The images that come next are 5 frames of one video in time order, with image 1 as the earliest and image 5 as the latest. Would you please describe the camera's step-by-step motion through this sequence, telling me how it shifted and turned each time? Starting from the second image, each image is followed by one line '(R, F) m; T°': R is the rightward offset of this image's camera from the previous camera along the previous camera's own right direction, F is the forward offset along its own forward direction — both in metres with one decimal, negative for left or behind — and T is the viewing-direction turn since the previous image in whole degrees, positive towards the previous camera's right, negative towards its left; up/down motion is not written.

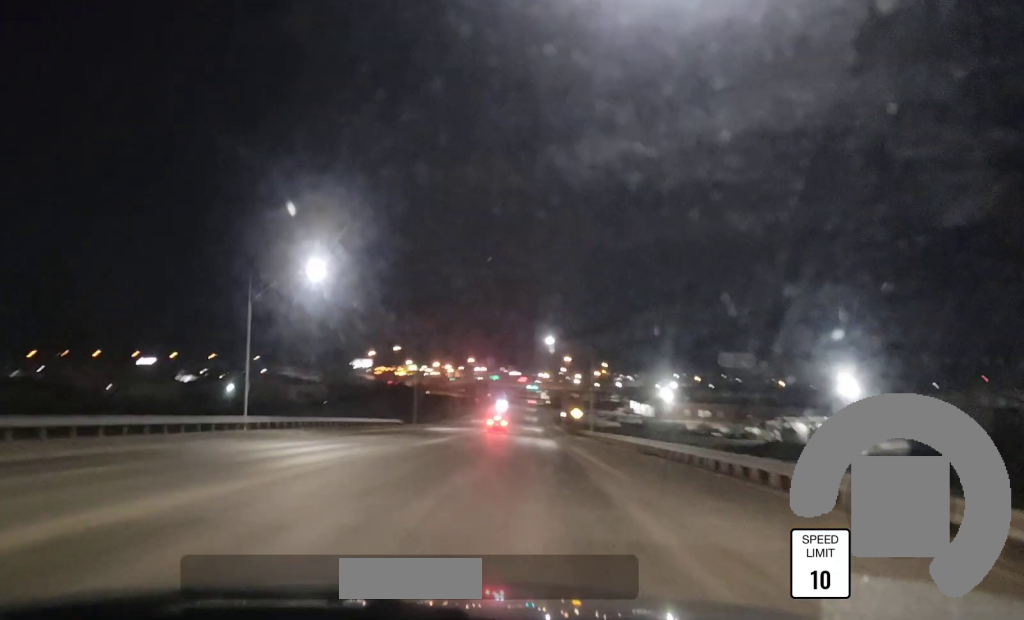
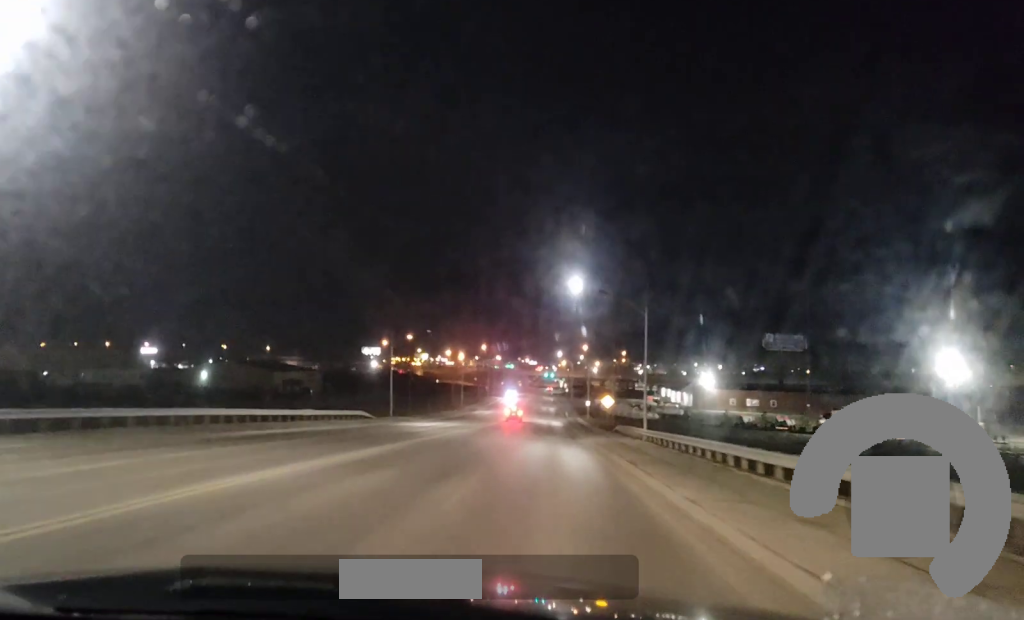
(0.0, +30.7) m; 0°
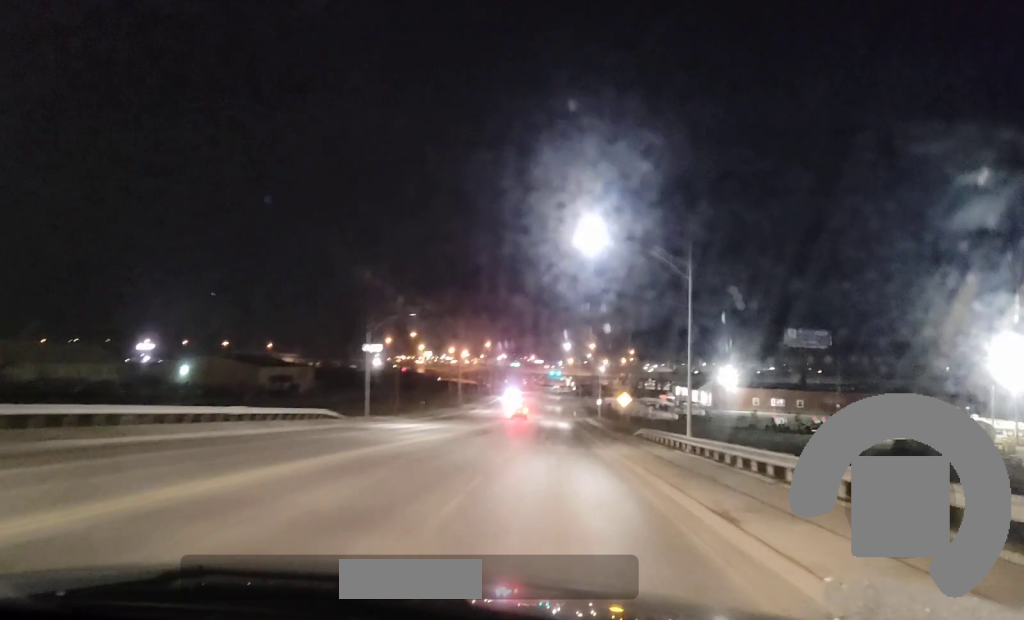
(-0.2, +13.9) m; -1°
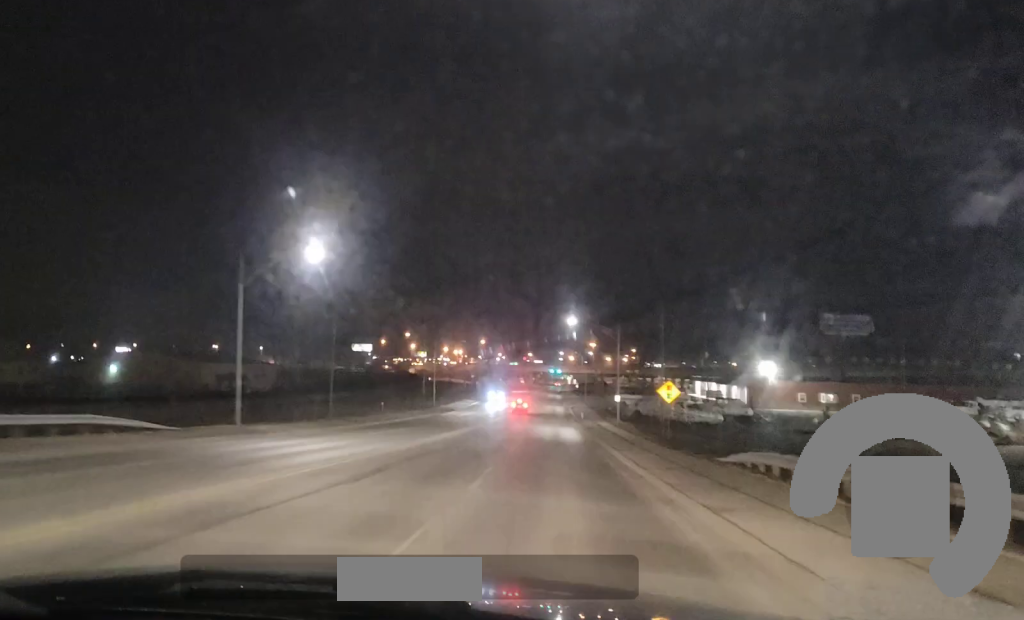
(0.0, +30.6) m; 0°
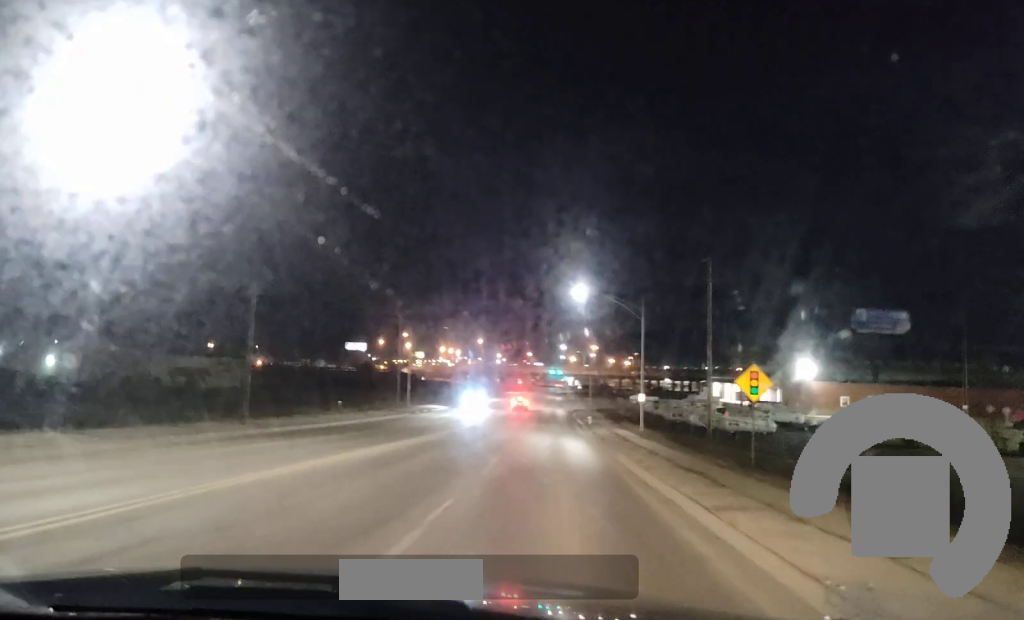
(0.0, +21.8) m; 0°
